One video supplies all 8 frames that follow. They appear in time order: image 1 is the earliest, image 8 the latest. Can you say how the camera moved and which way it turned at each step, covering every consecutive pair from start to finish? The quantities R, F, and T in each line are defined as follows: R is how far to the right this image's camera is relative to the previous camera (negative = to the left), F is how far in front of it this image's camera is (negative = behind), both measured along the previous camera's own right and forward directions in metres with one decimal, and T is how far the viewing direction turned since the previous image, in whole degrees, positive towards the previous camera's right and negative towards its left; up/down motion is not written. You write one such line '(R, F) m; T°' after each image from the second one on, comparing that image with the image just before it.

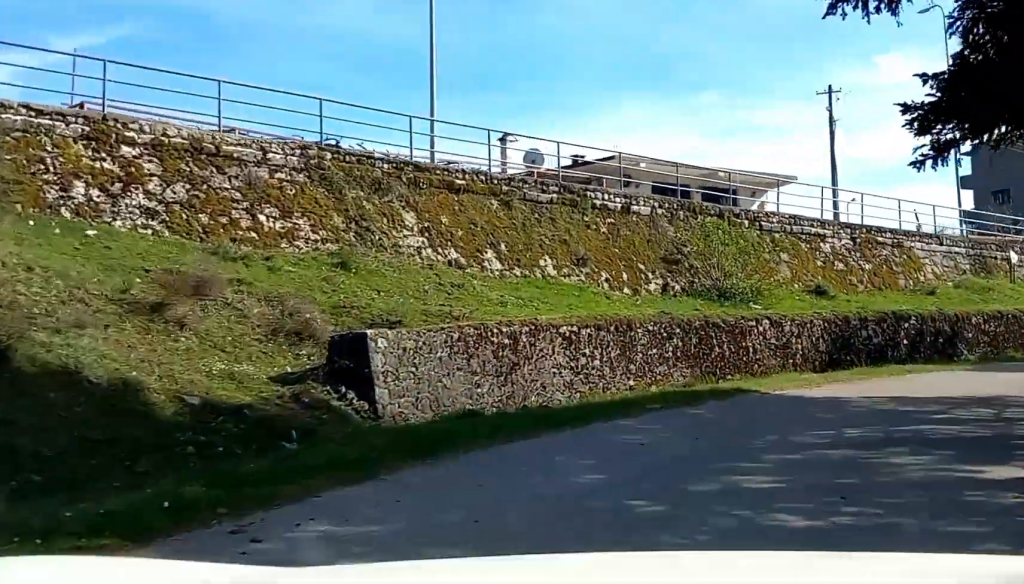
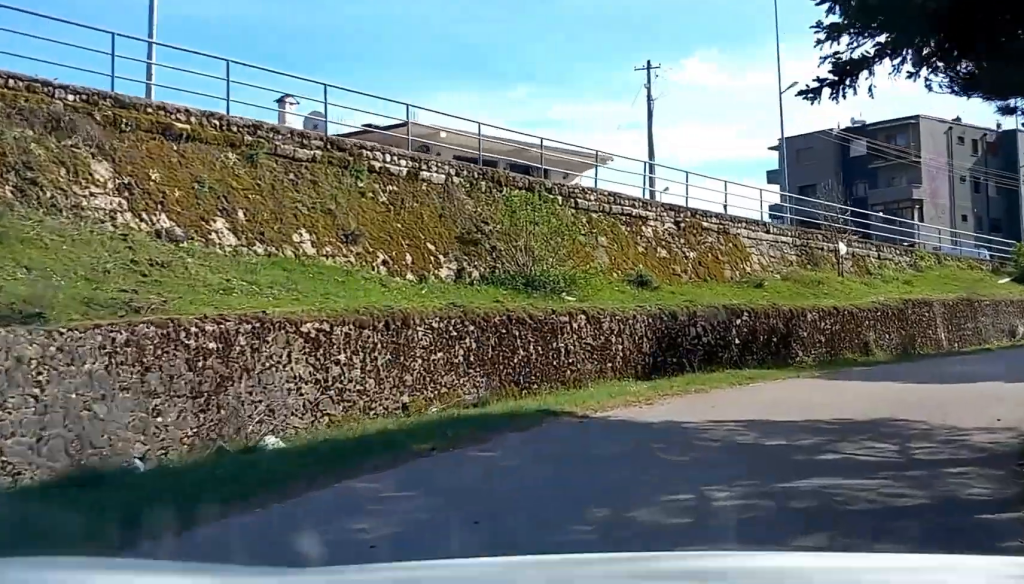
(+0.3, +5.6) m; +3°
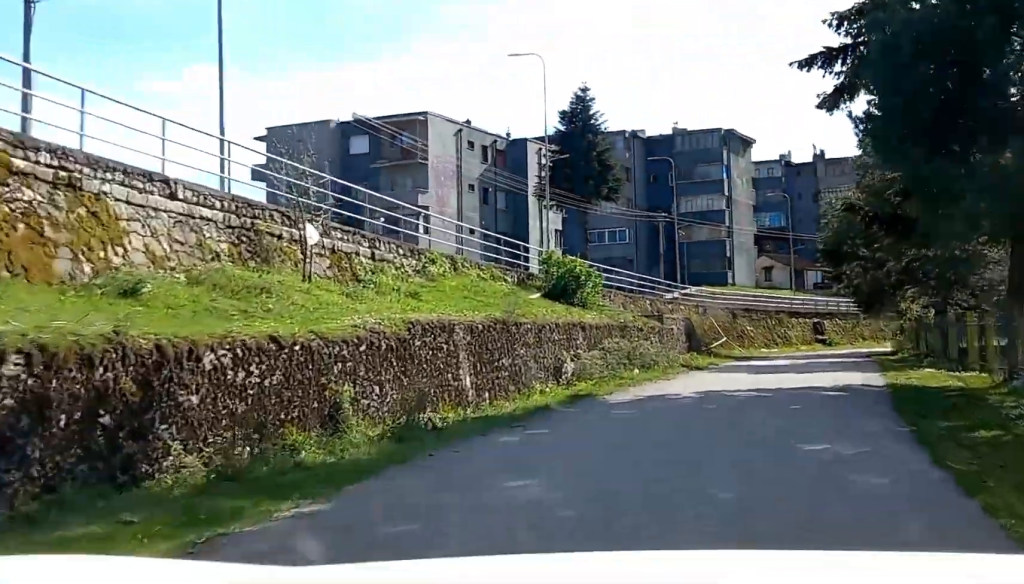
(+0.6, +17.5) m; +16°
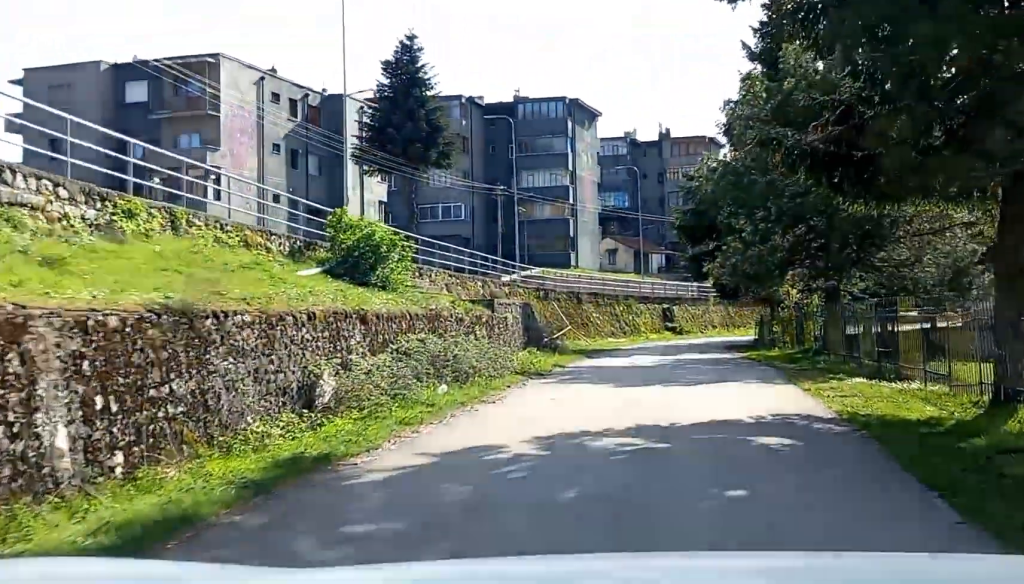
(+2.6, +10.6) m; +17°
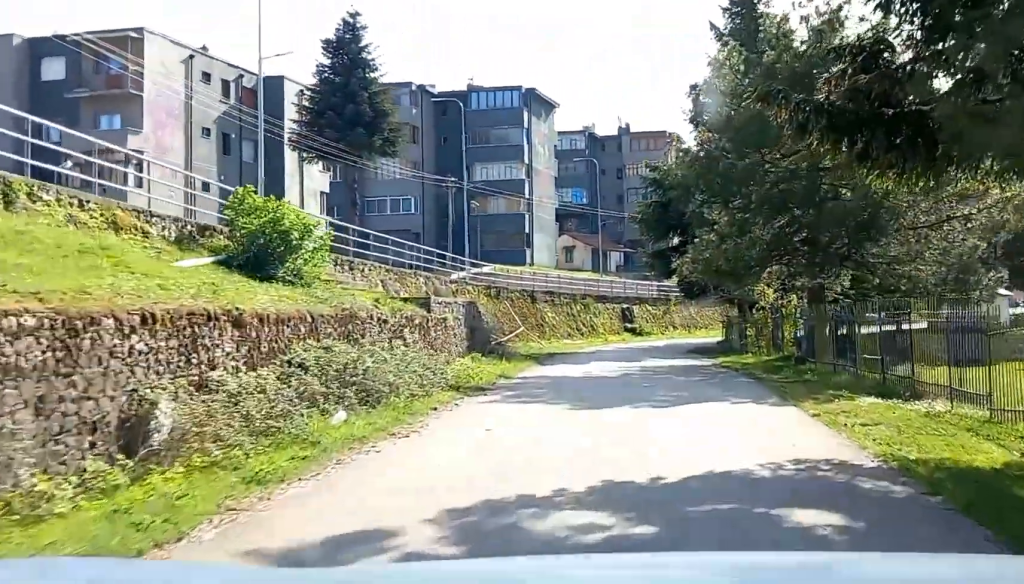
(+0.1, +4.7) m; +3°
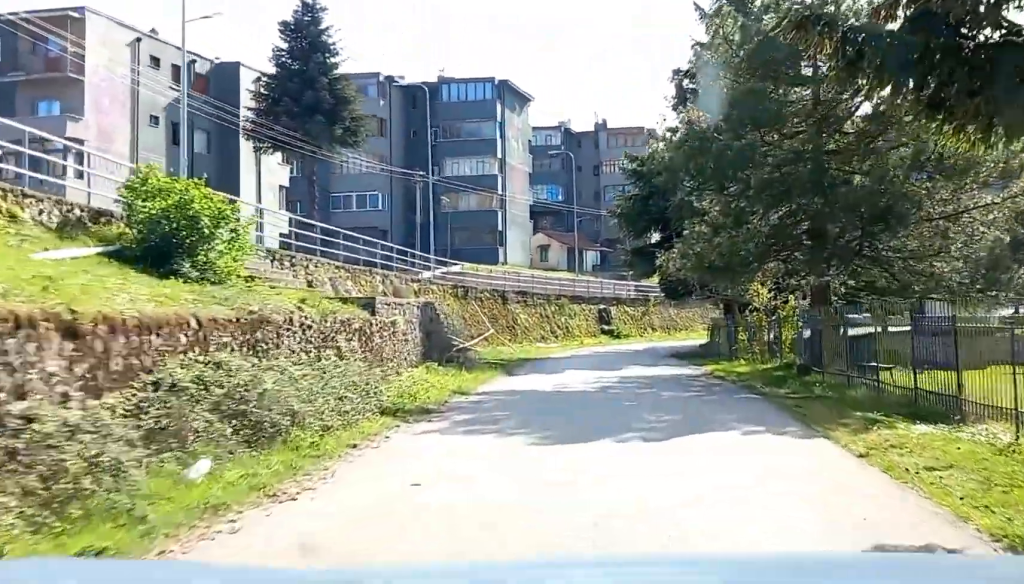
(+0.1, +4.1) m; +2°
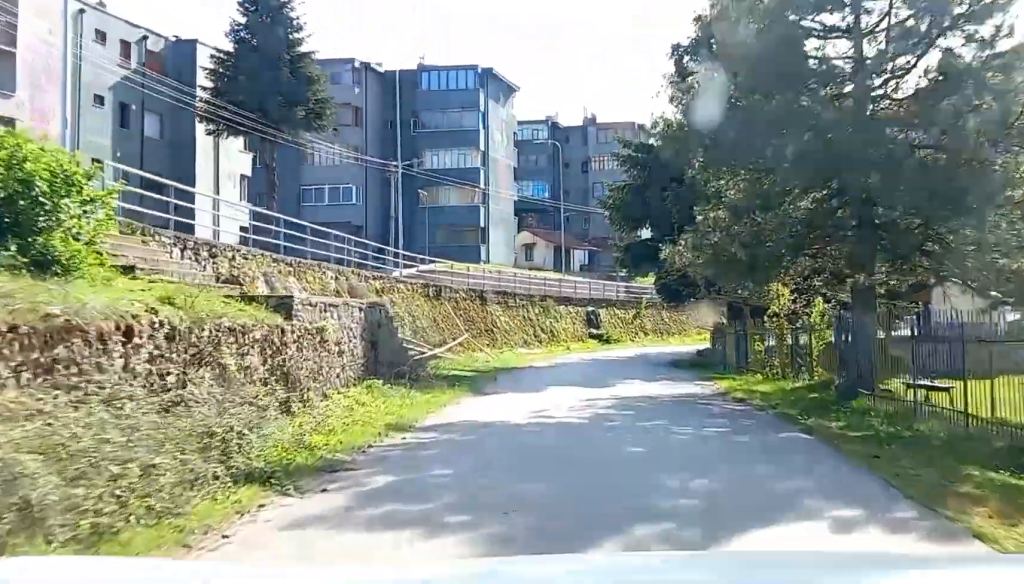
(+0.3, +5.6) m; +2°
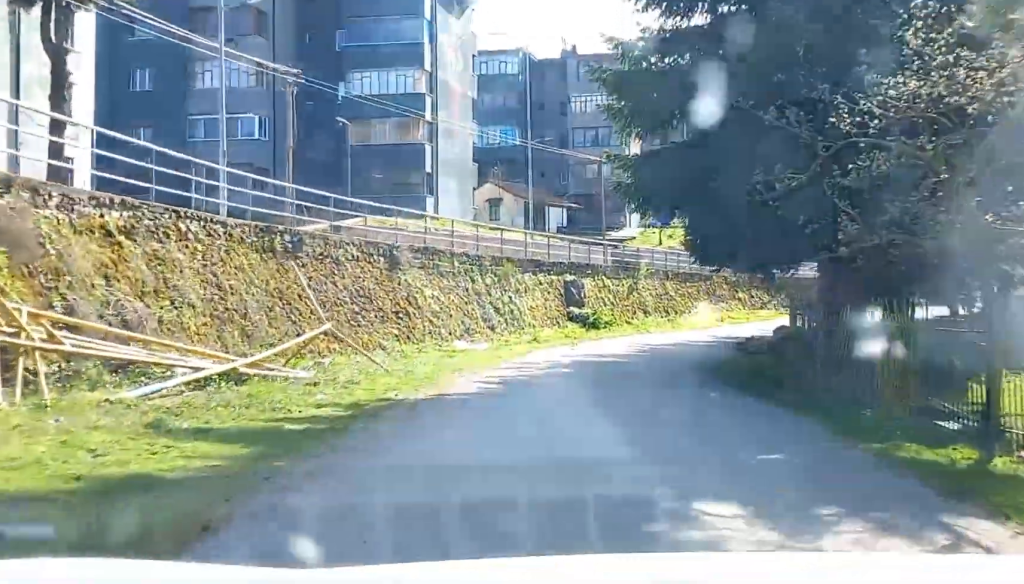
(+0.3, +19.0) m; +1°
